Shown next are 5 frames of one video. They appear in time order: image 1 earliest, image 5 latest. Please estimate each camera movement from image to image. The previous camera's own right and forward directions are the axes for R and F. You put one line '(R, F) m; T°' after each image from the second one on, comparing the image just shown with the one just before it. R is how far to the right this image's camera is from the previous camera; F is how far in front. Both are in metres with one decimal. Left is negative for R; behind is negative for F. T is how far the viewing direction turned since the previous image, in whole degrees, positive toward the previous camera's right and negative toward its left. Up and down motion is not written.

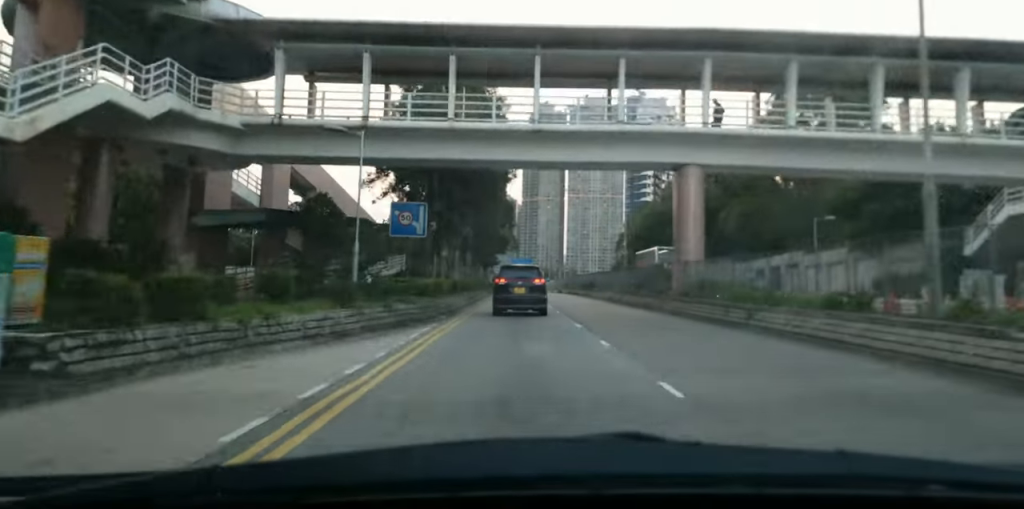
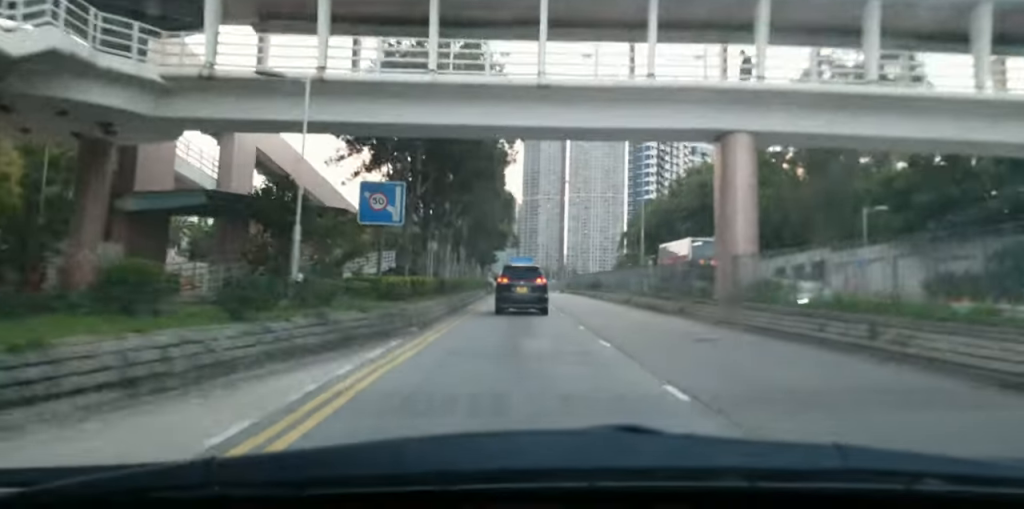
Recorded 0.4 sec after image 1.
(-0.1, +6.5) m; 0°
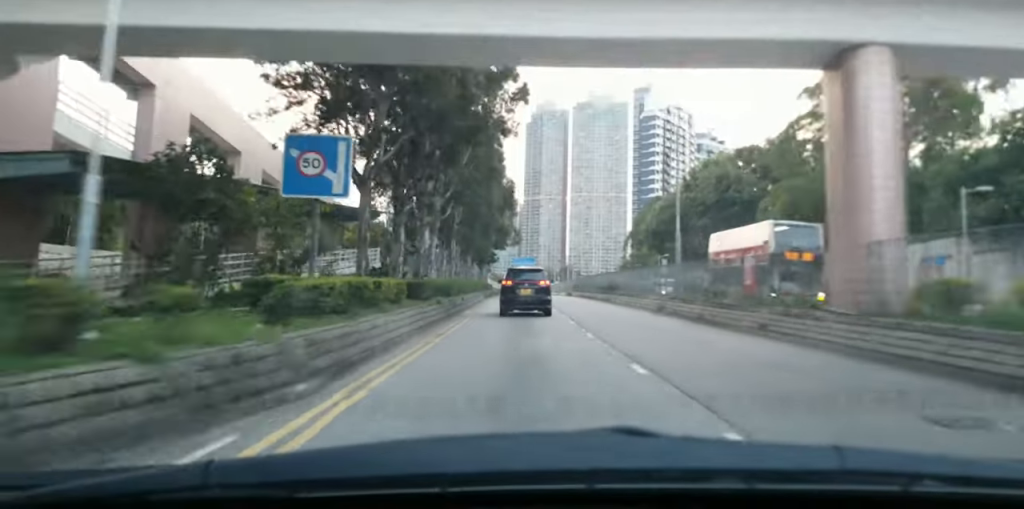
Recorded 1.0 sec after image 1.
(0.0, +8.3) m; 0°
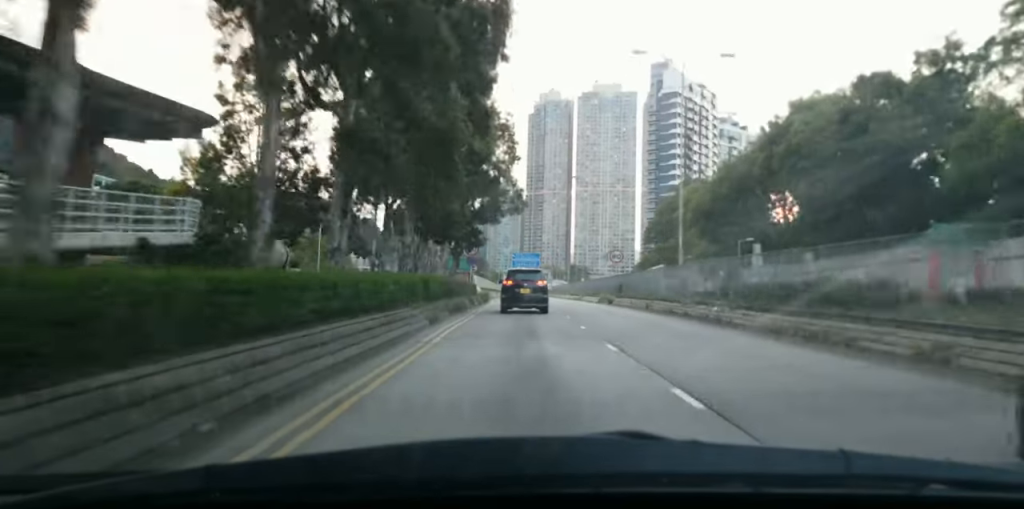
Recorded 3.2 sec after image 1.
(-0.6, +33.3) m; -2°
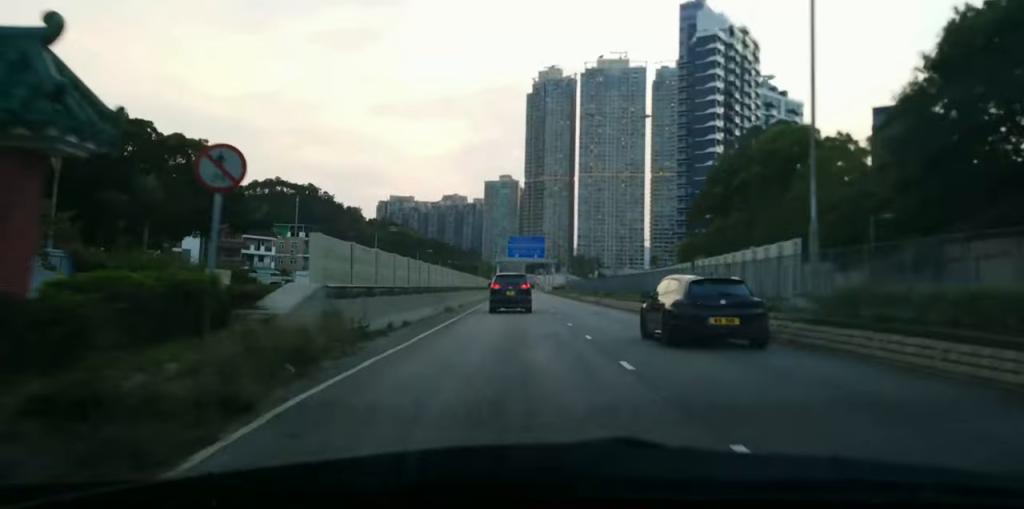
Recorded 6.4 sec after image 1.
(0.0, +50.7) m; -1°
